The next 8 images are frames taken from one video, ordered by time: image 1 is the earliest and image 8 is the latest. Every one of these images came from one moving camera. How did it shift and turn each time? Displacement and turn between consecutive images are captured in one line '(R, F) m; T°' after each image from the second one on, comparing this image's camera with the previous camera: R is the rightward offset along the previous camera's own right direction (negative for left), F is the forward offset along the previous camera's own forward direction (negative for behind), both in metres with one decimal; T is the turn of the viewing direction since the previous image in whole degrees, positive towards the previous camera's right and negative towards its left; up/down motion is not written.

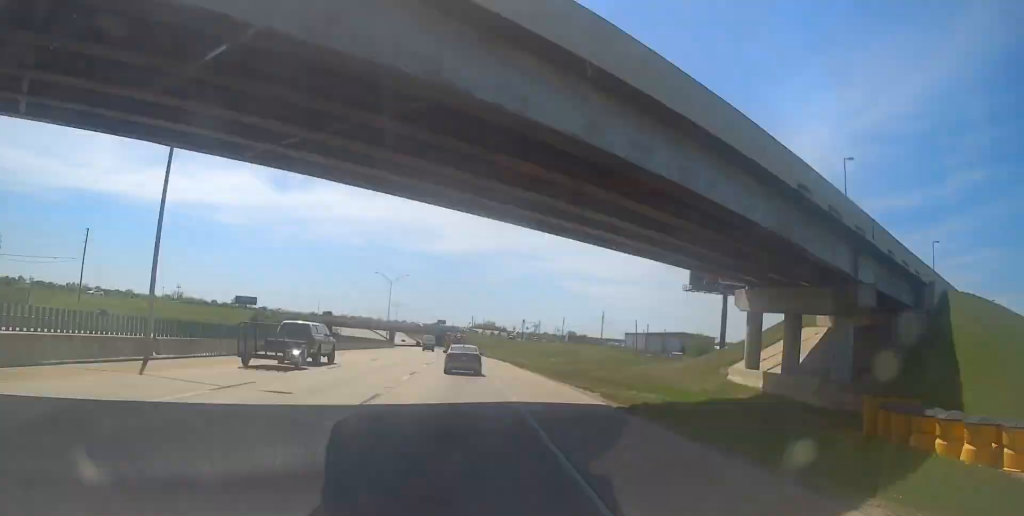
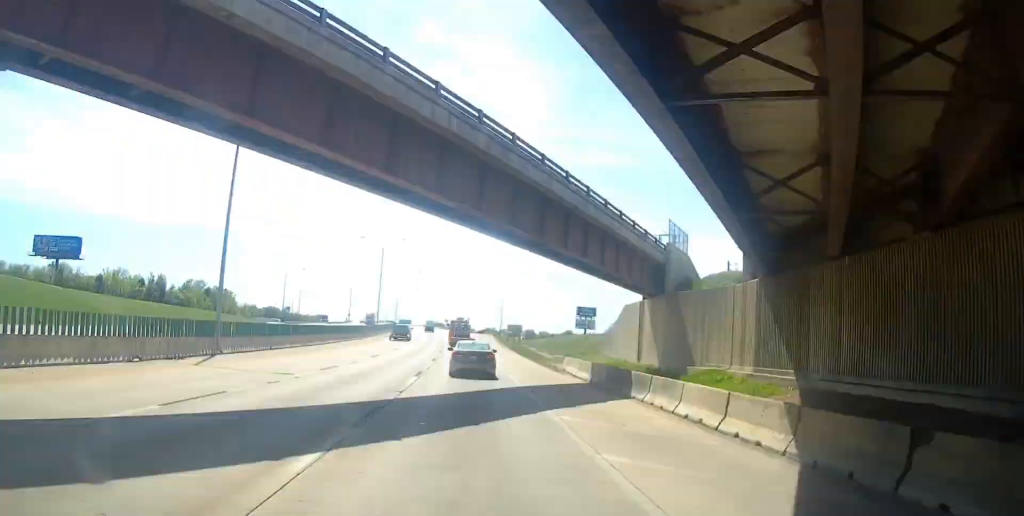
(-28.8, +311.3) m; -10°
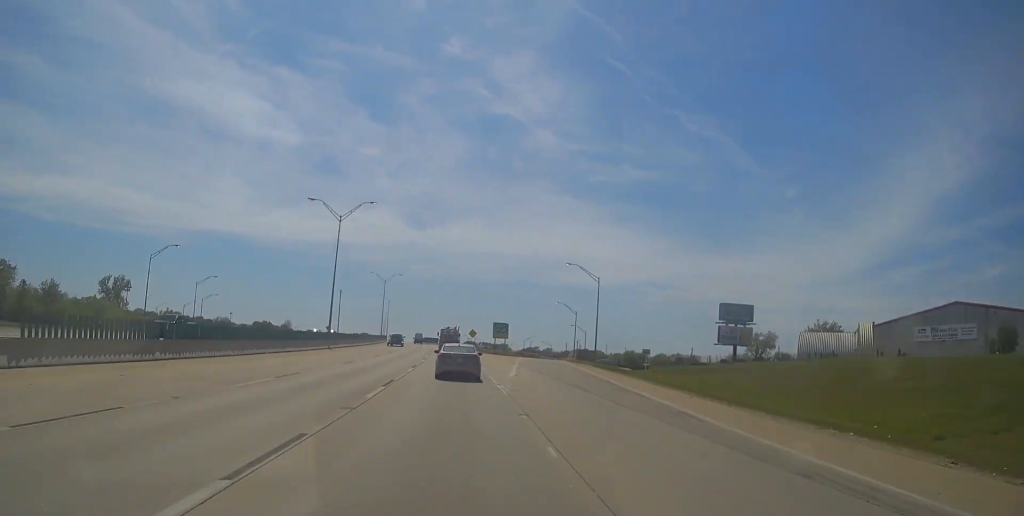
(-2.7, +122.2) m; -3°
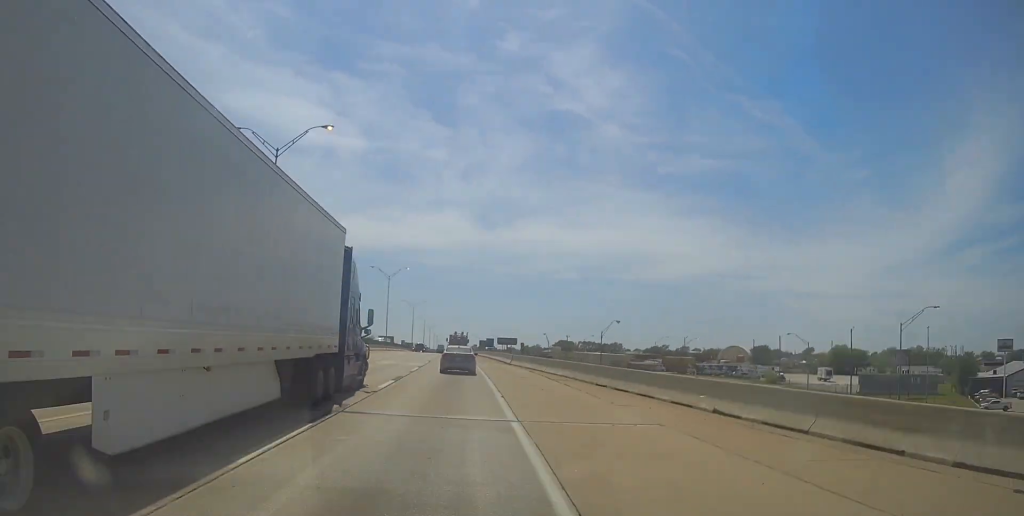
(-10.7, +192.1) m; -3°
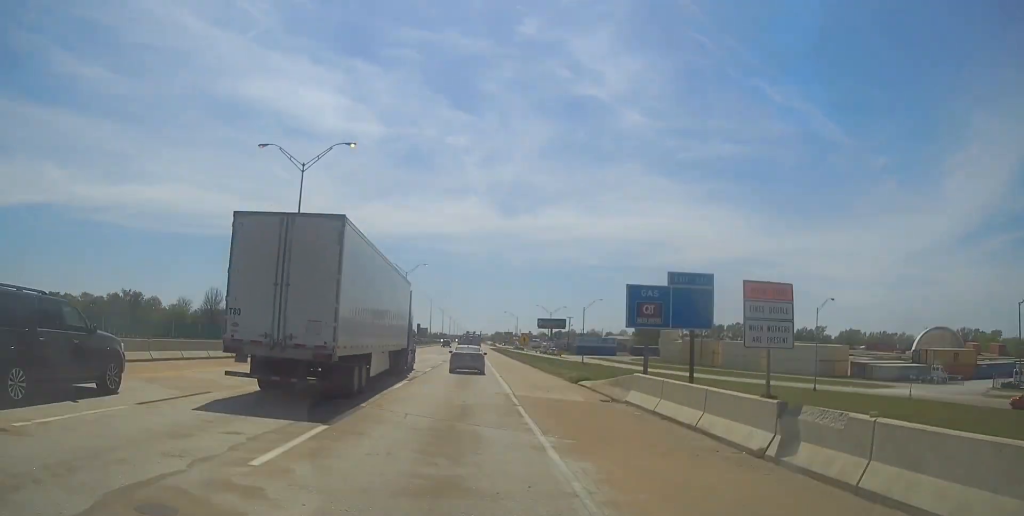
(-5.2, +150.2) m; -2°
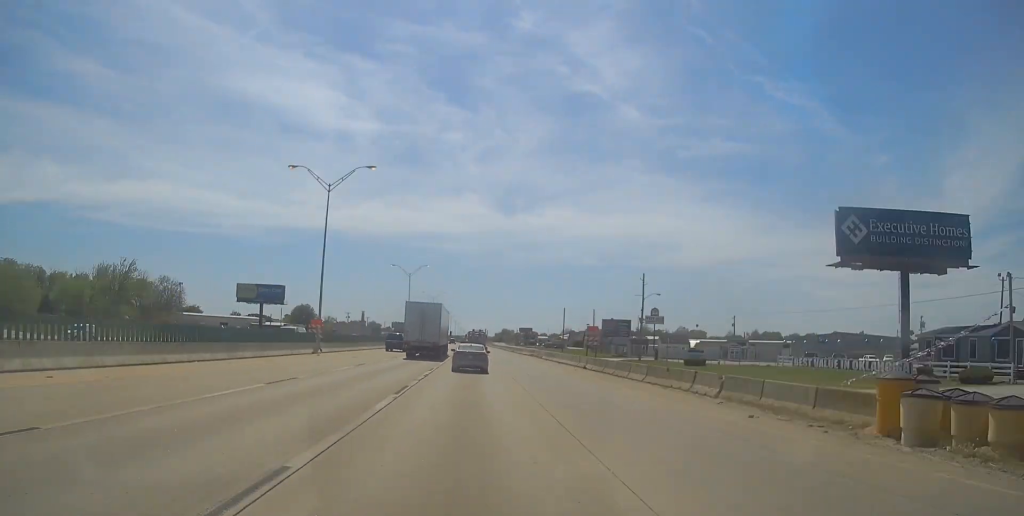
(+0.8, +270.6) m; 0°
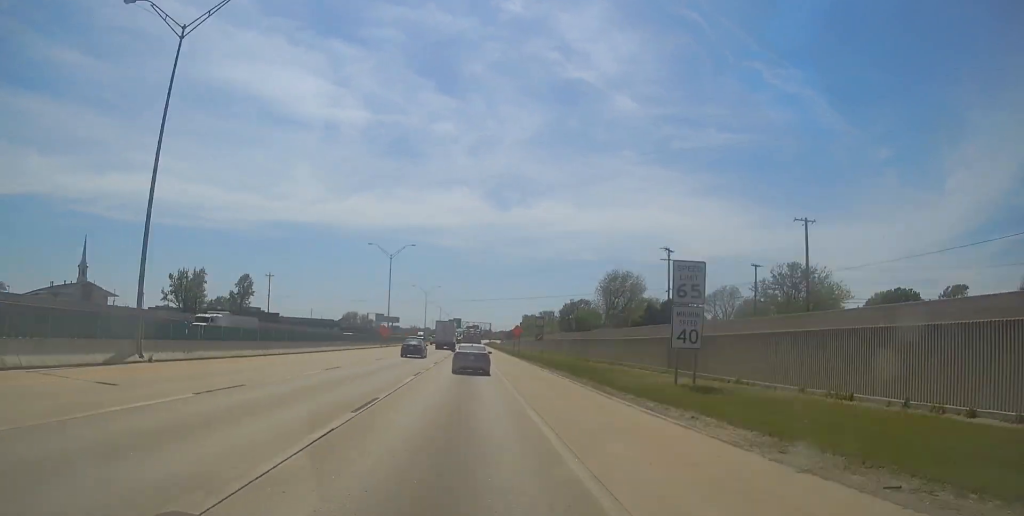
(+0.1, +647.2) m; 0°
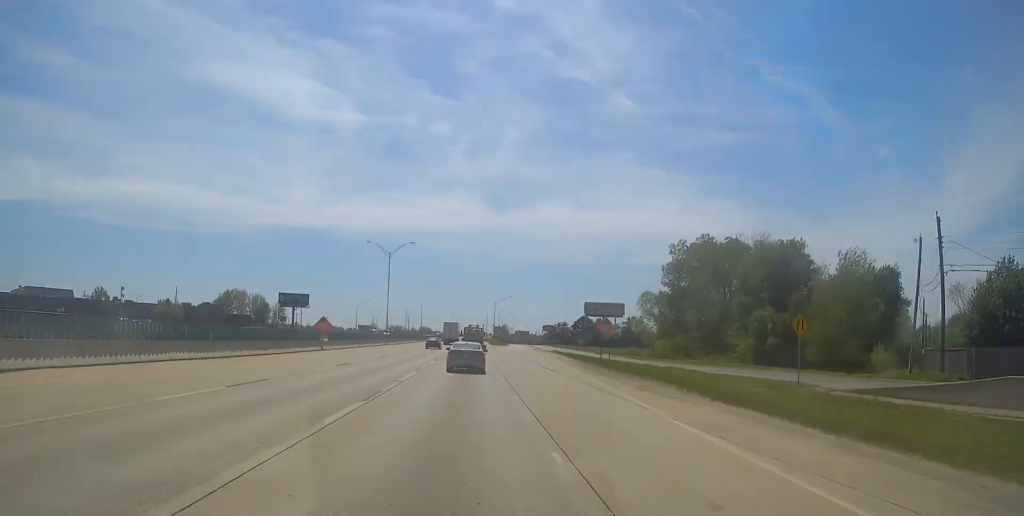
(-0.4, +297.9) m; 0°
